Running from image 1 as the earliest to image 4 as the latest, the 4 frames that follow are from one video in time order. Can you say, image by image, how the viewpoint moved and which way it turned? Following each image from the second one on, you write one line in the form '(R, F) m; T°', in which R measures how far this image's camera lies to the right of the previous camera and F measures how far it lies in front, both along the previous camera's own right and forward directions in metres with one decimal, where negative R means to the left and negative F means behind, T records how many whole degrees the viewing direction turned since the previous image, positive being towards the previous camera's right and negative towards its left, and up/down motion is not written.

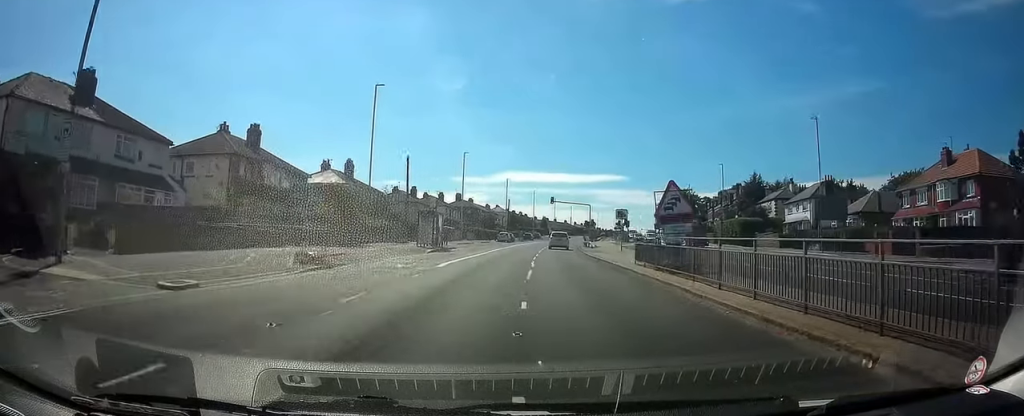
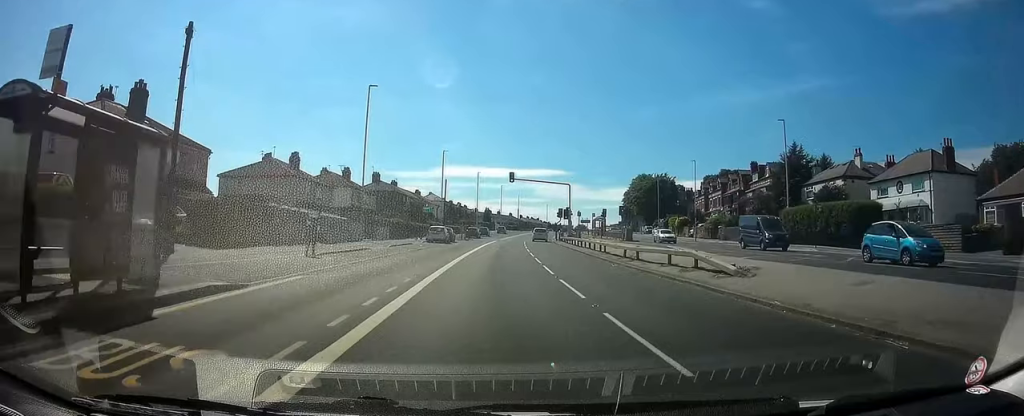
(-0.1, +34.0) m; 0°
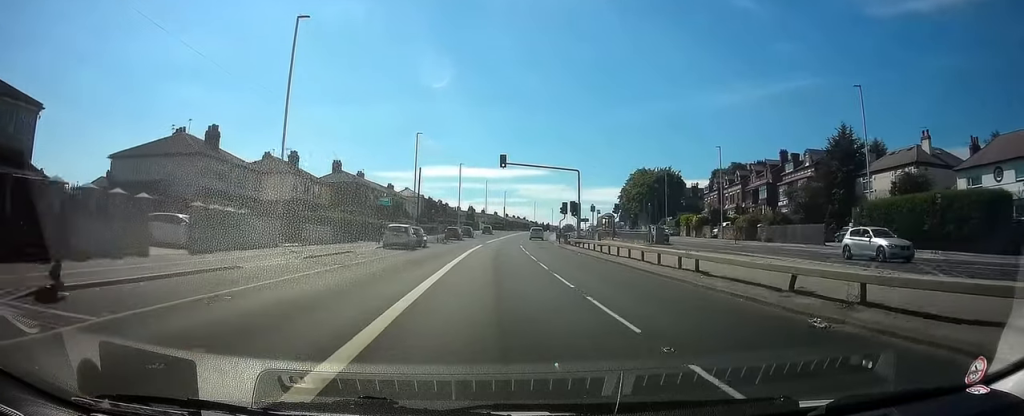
(+0.5, +15.6) m; +4°
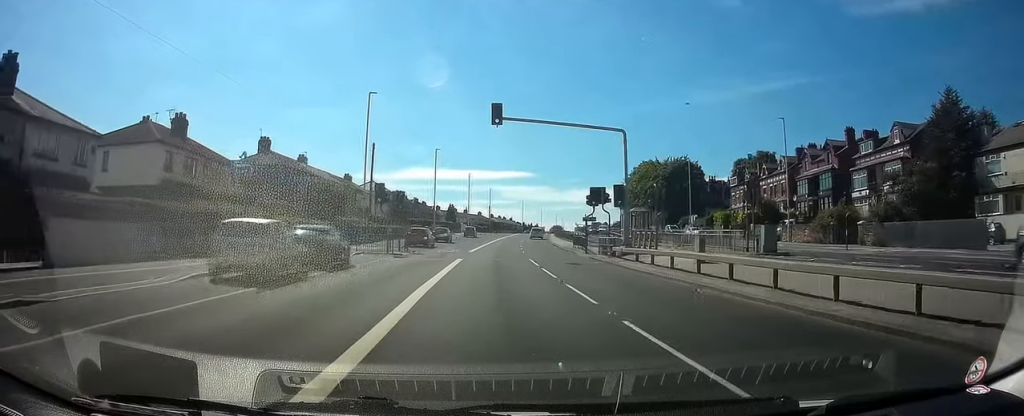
(+0.7, +21.3) m; +2°
